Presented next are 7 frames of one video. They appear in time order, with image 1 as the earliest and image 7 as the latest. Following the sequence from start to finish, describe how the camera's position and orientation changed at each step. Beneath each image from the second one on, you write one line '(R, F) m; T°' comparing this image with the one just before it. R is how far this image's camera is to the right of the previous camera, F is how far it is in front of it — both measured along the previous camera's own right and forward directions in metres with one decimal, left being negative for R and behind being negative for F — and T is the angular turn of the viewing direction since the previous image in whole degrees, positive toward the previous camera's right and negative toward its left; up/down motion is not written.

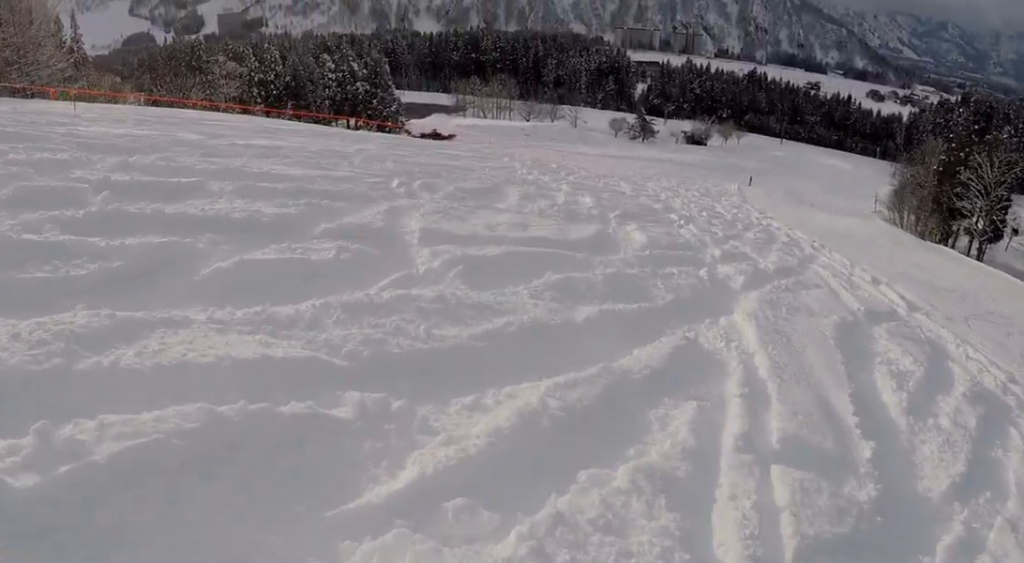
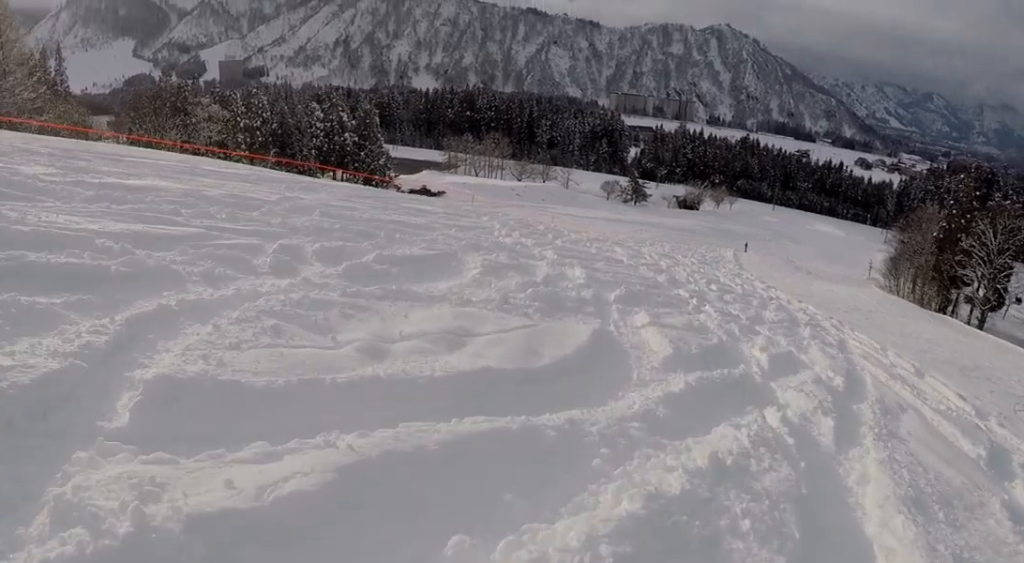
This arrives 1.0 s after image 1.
(+0.7, +5.8) m; +2°
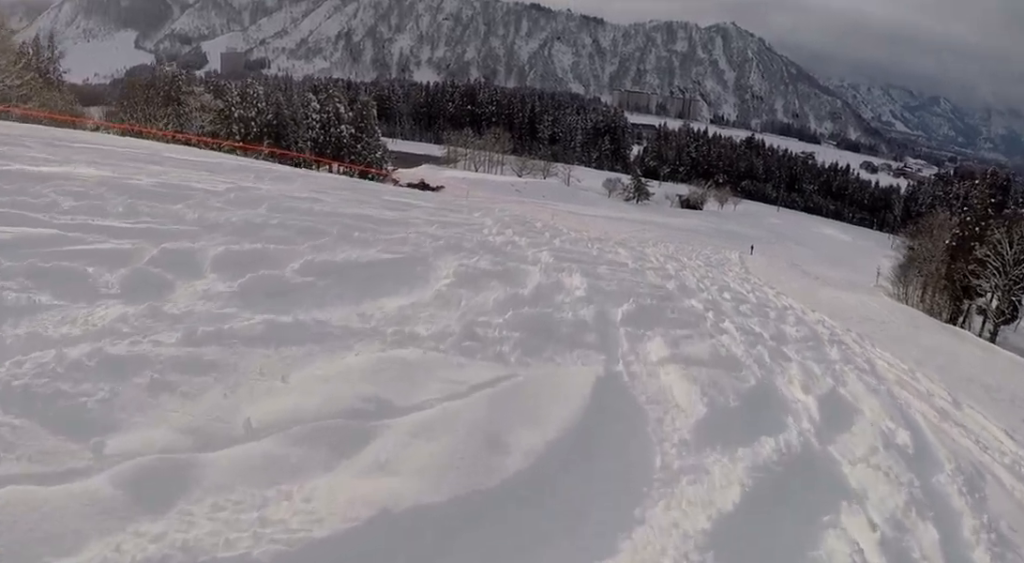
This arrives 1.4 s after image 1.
(+0.1, +2.6) m; -2°
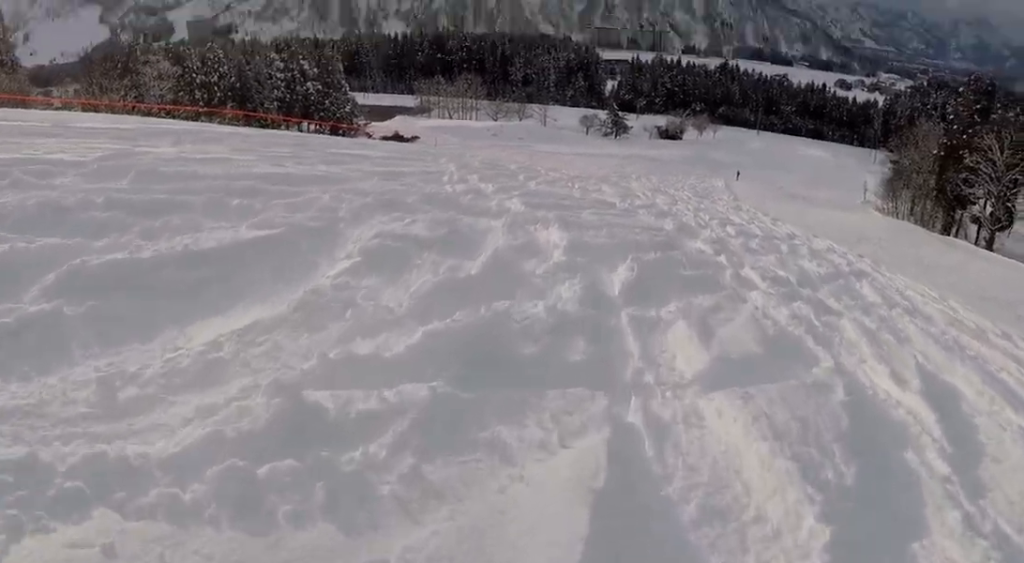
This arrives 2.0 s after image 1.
(-0.5, +3.5) m; -7°
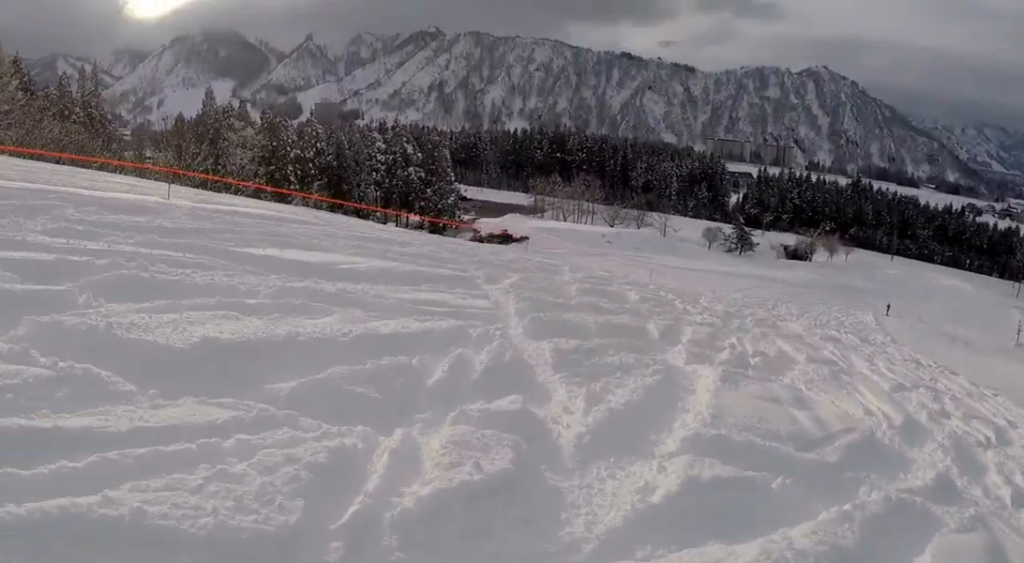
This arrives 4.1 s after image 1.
(-3.0, +11.6) m; -20°
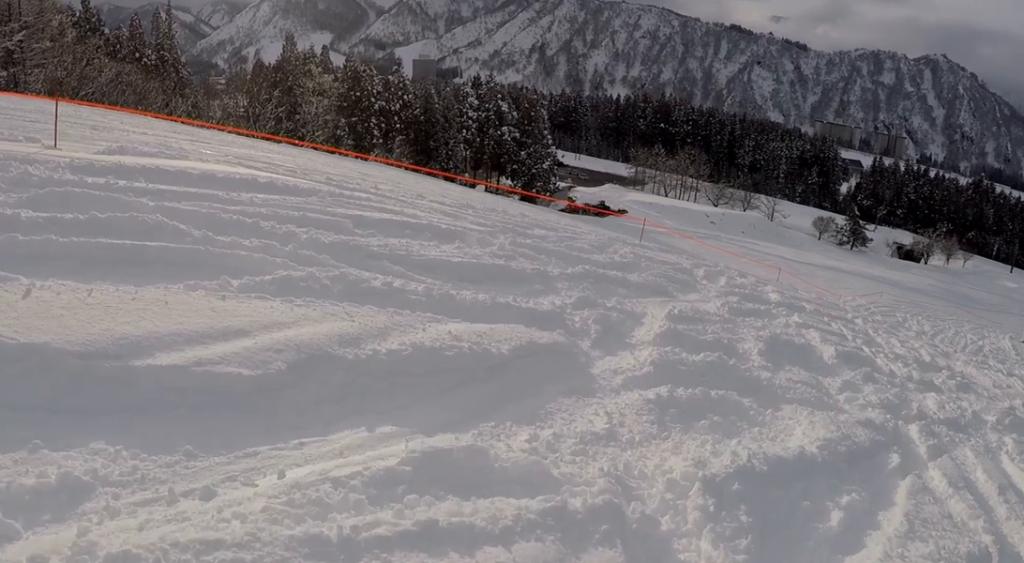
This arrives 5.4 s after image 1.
(+0.7, +6.8) m; -1°
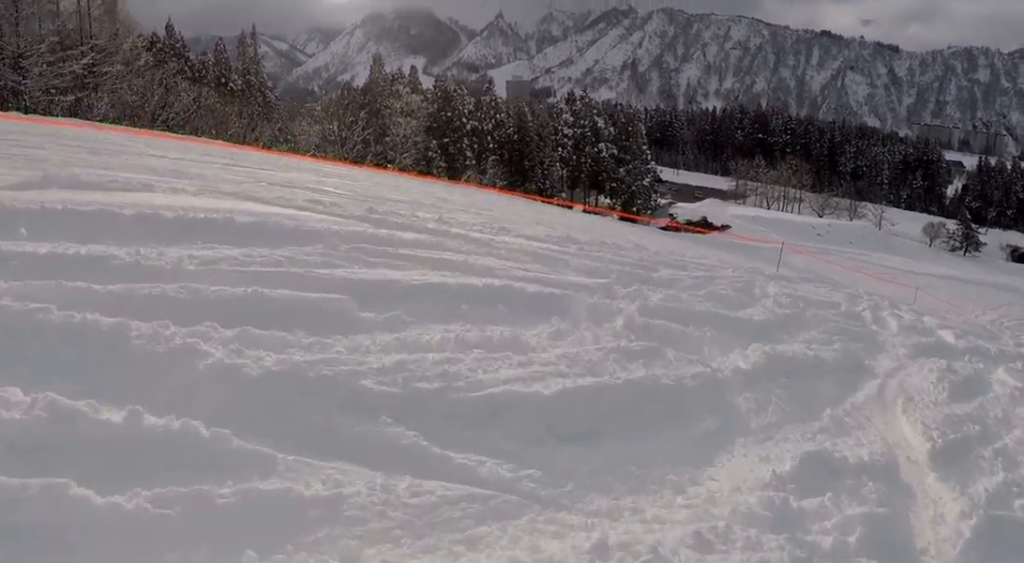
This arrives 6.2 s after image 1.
(-0.9, +4.1) m; -1°
